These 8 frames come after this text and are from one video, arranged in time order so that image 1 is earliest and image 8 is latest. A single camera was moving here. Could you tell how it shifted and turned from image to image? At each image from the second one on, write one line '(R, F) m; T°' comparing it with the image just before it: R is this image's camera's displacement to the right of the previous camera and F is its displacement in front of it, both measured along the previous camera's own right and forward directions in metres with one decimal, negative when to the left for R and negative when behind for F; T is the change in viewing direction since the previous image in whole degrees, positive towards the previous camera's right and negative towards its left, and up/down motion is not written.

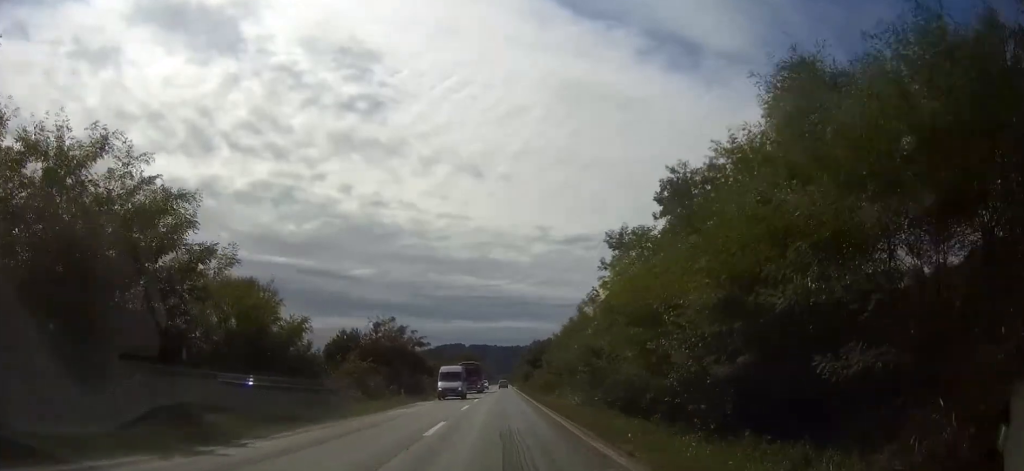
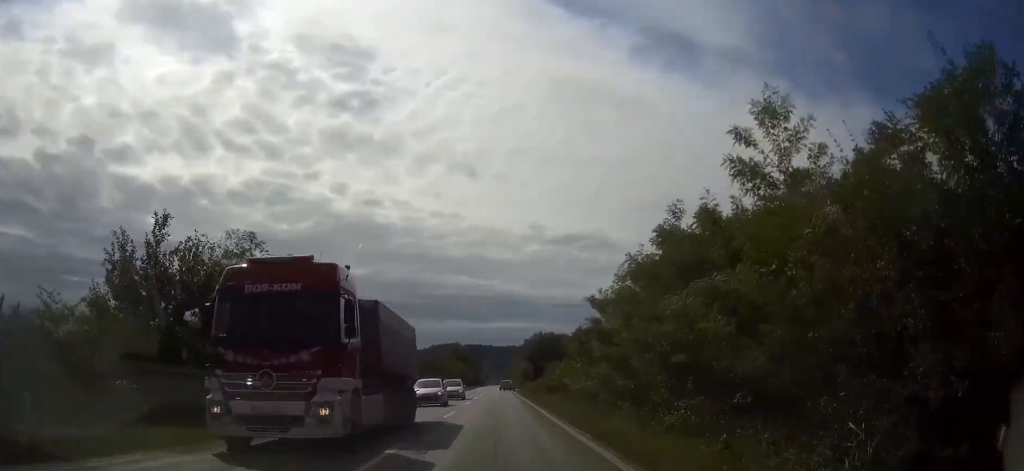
(+0.1, +35.9) m; 0°
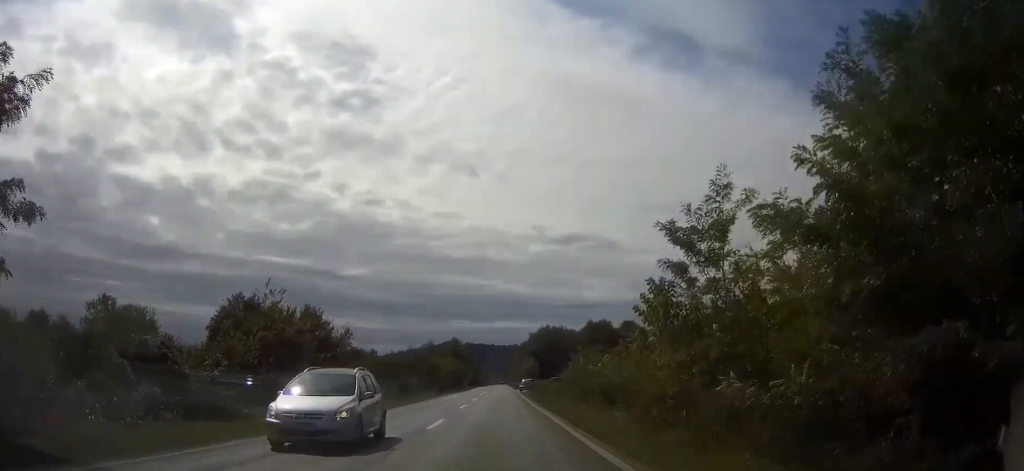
(+0.1, +21.2) m; 0°
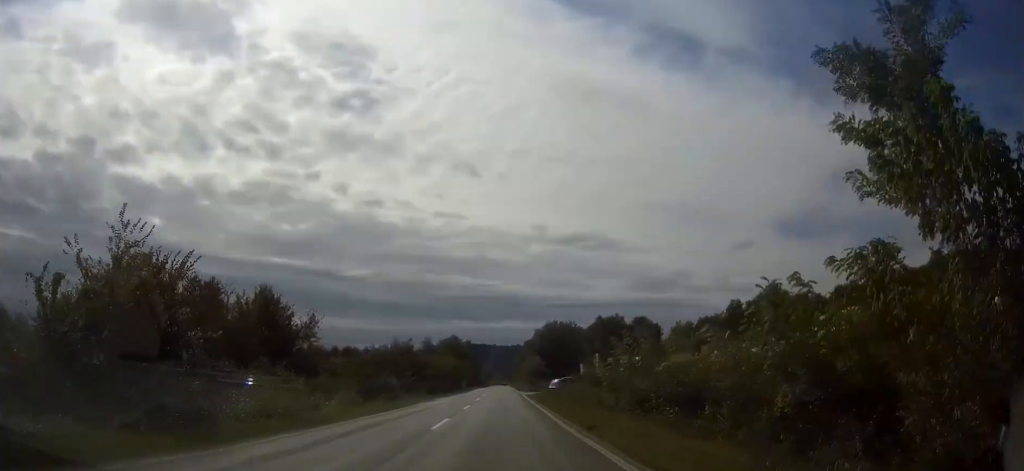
(0.0, +13.9) m; 0°
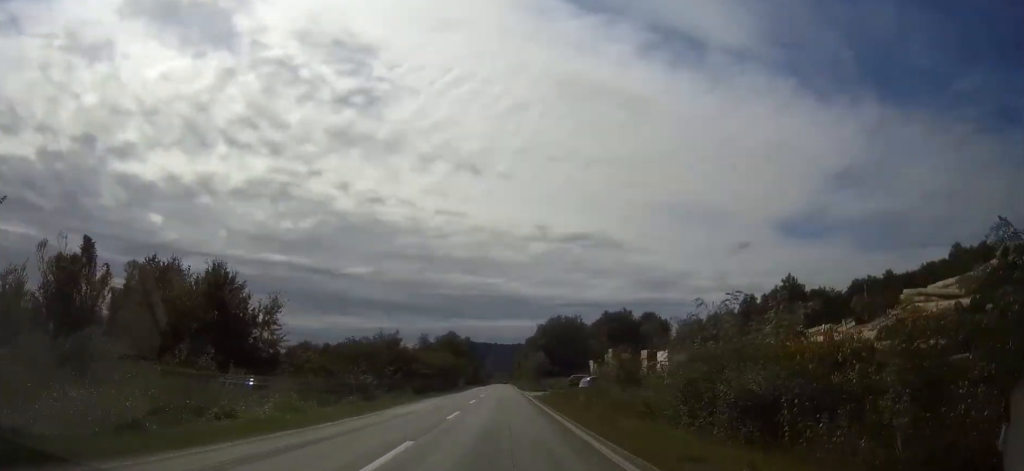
(0.0, +10.2) m; 0°
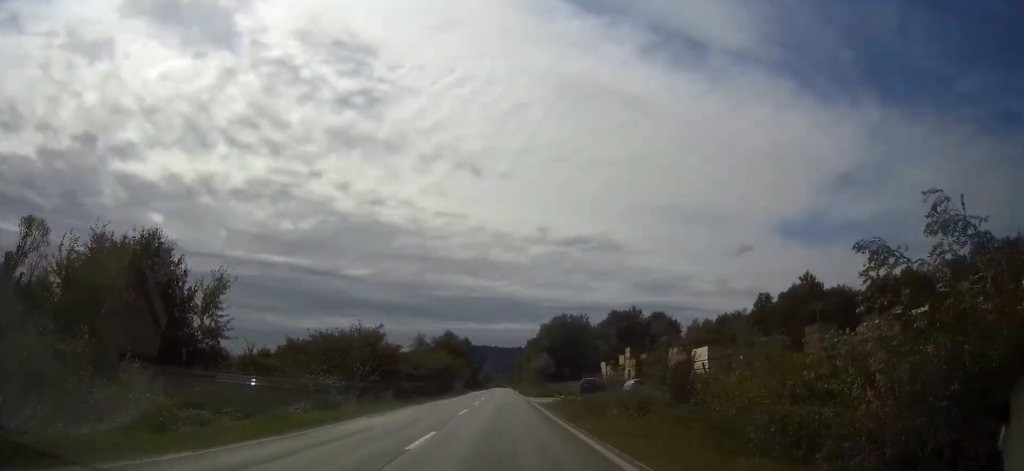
(0.0, +10.1) m; 0°
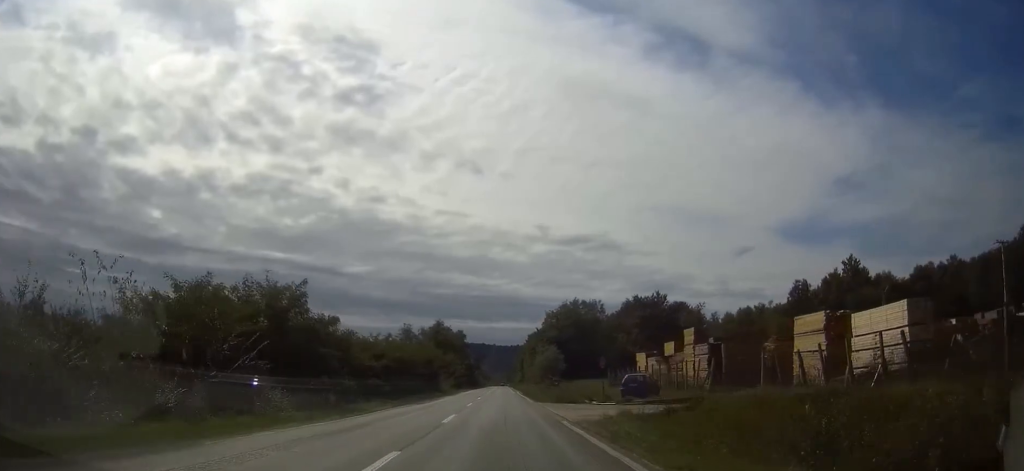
(+0.1, +22.7) m; 0°
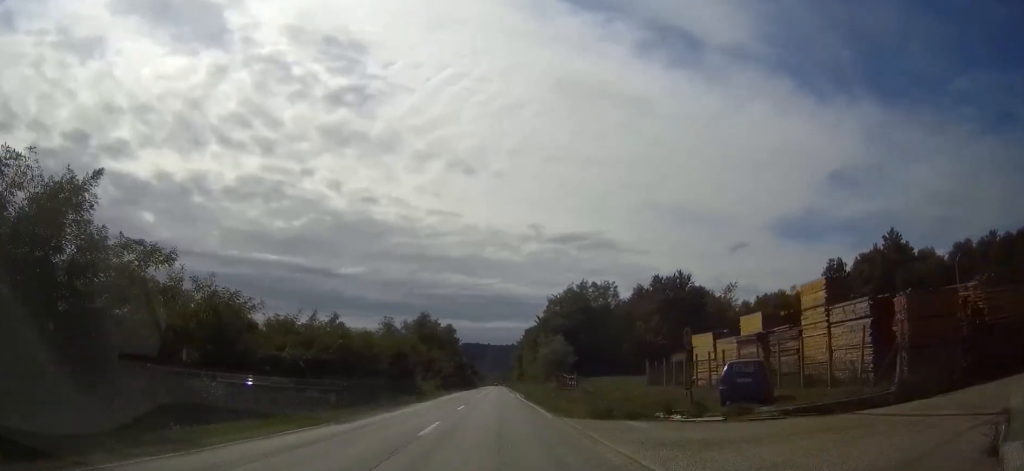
(0.0, +18.3) m; 0°
